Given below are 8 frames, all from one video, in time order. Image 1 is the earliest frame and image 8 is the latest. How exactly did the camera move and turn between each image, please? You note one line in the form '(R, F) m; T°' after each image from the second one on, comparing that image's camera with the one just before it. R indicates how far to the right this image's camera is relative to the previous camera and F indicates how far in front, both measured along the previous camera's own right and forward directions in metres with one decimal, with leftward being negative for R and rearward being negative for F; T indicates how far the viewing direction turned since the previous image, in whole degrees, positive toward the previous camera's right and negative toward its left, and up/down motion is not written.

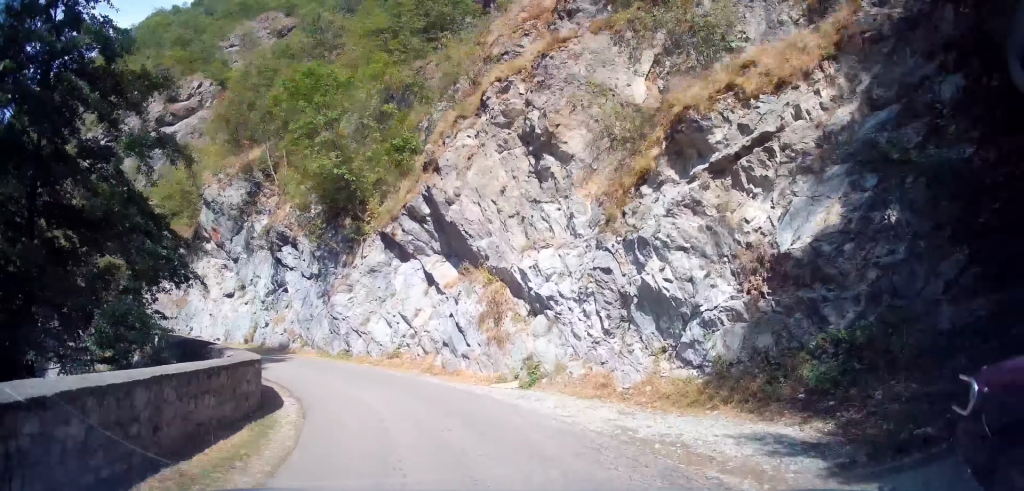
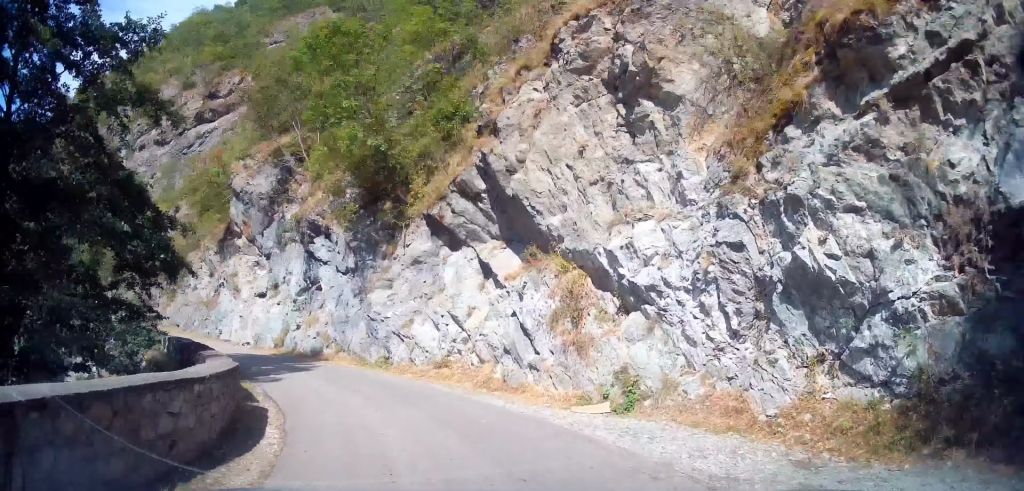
(-0.5, +3.7) m; -7°
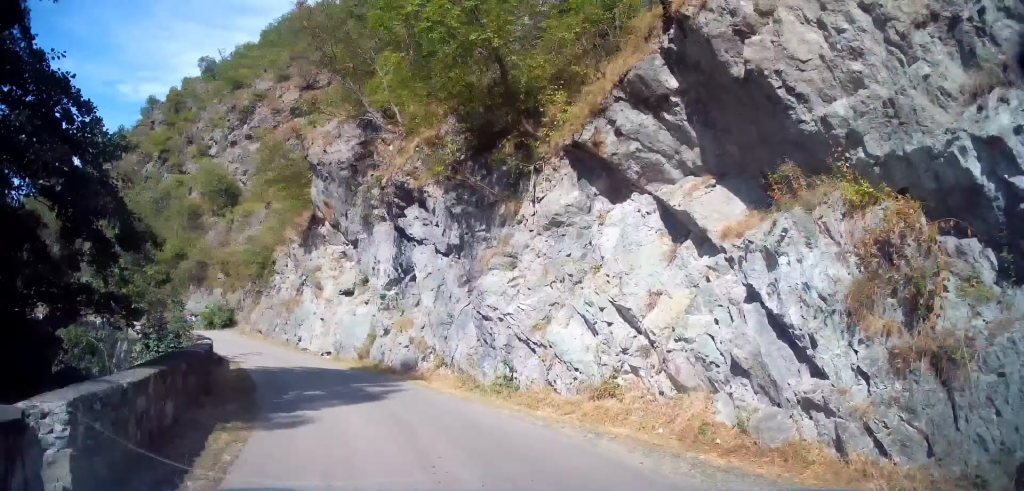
(-0.8, +6.7) m; -13°
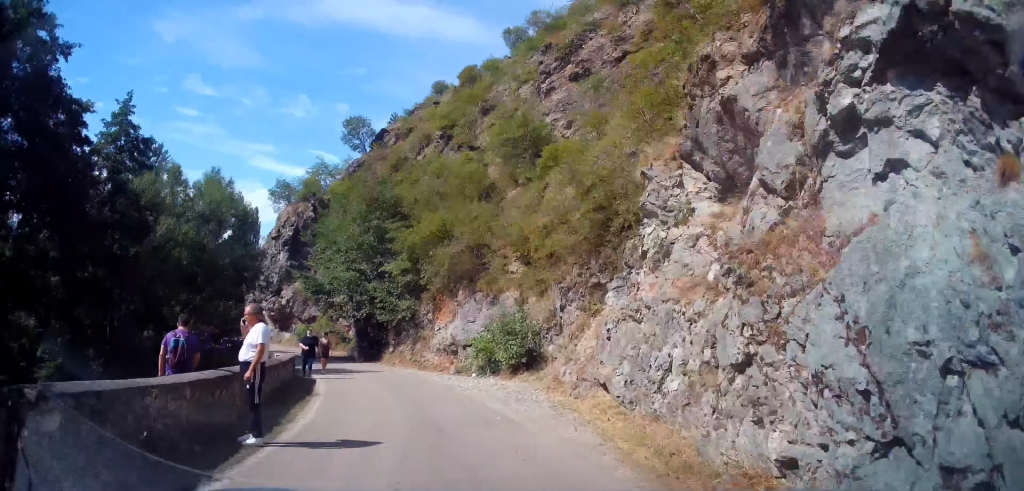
(-7.2, +20.5) m; -35°
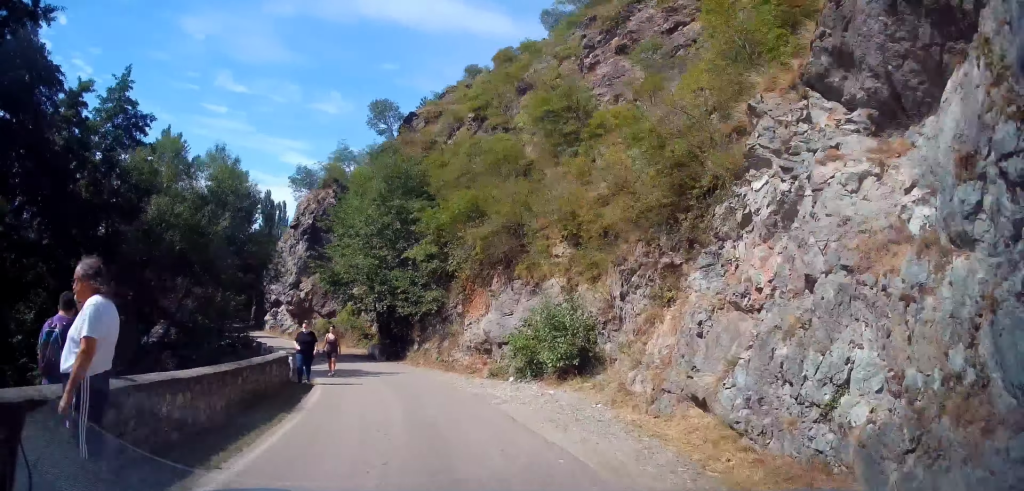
(0.0, +3.4) m; -4°
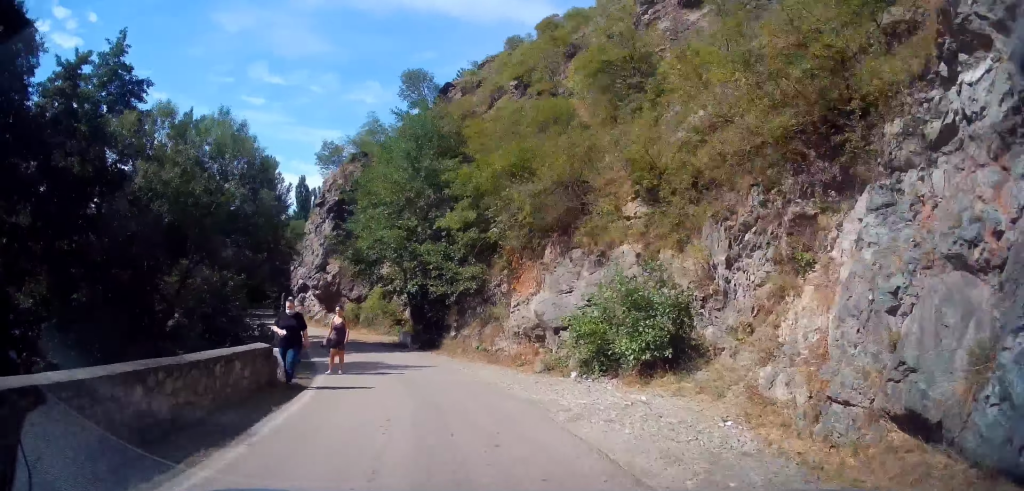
(-0.3, +3.9) m; -4°
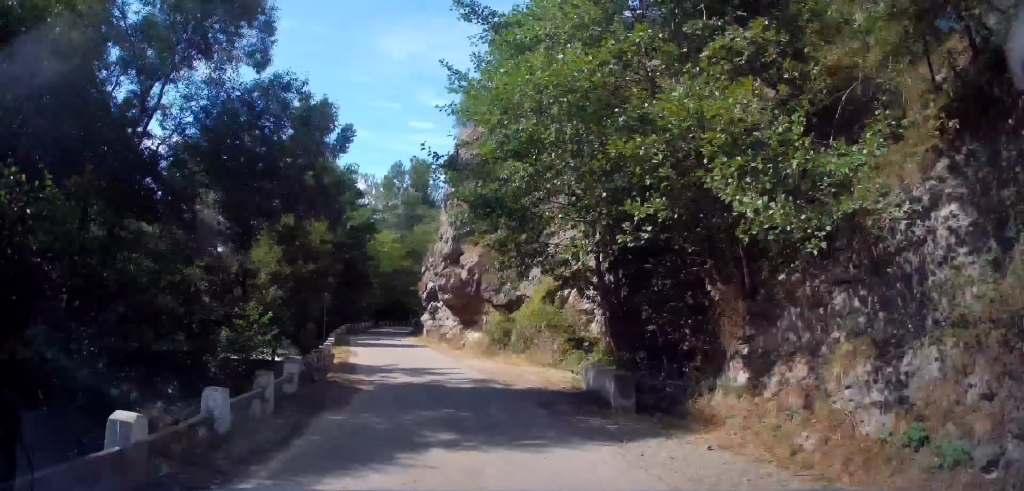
(-2.3, +15.0) m; -18°
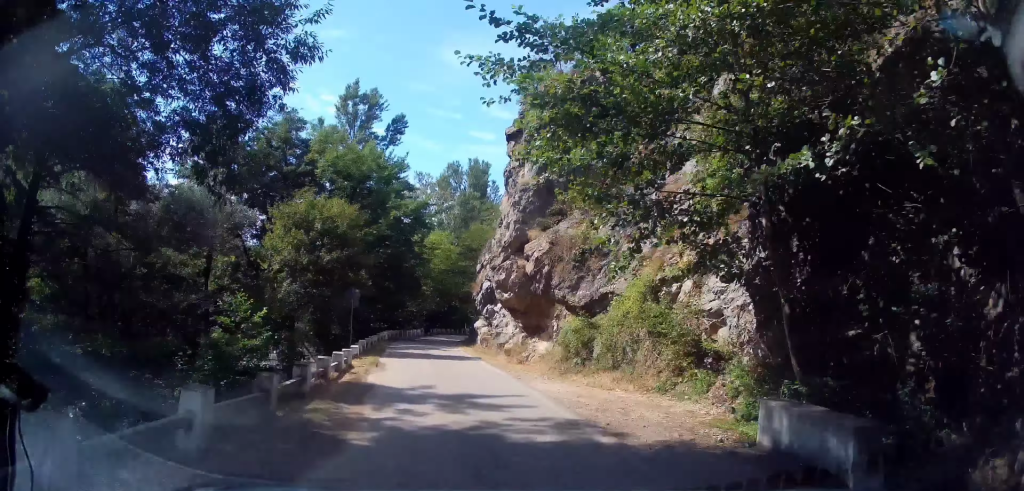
(-0.4, +5.3) m; -5°
